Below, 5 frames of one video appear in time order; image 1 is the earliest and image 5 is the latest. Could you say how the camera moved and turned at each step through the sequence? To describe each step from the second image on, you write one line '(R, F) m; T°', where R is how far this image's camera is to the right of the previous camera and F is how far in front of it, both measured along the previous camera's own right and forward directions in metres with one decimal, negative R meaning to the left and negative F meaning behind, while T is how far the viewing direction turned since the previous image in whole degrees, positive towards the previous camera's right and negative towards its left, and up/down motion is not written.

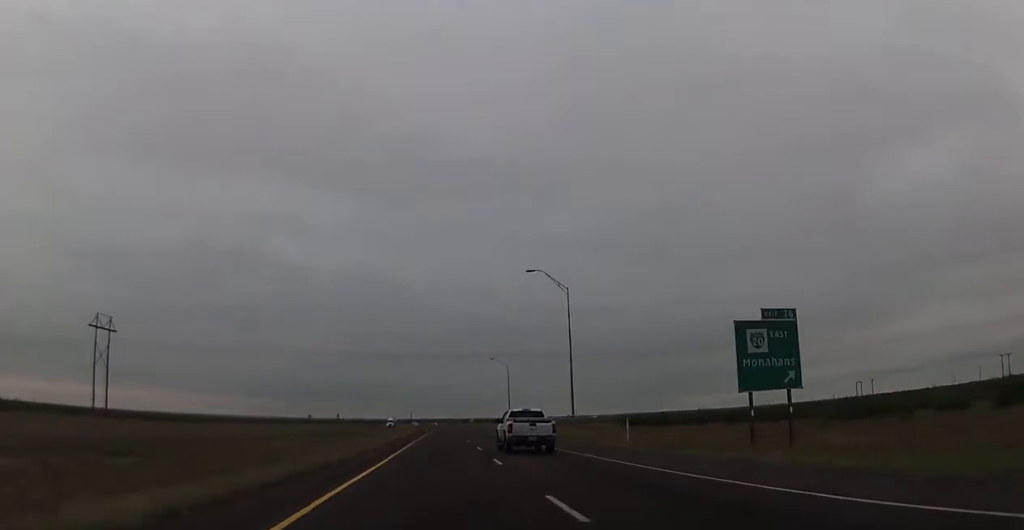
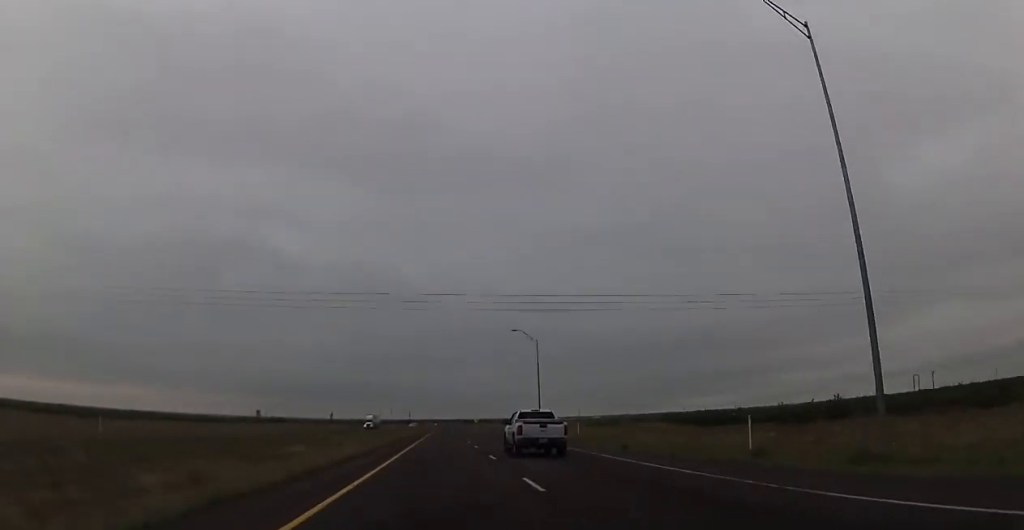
(-0.2, +44.1) m; -1°
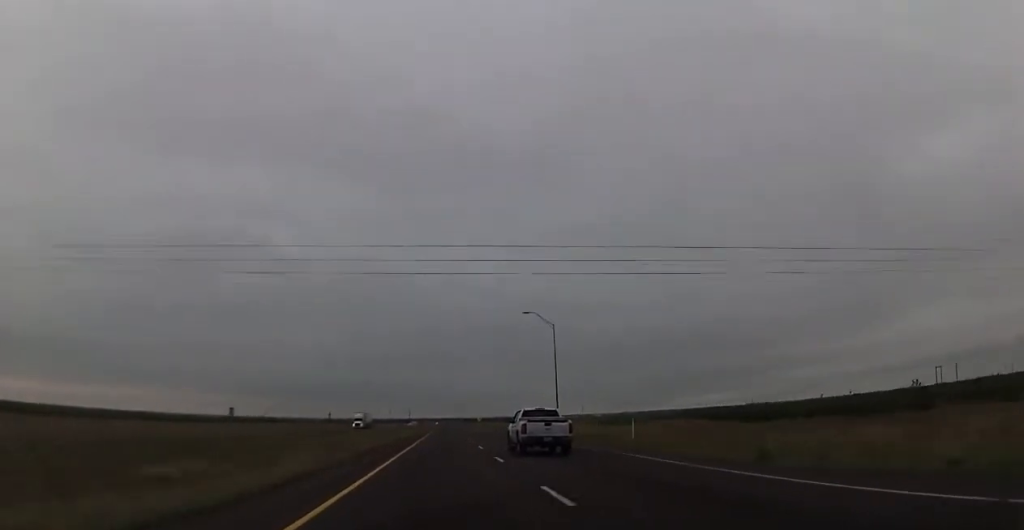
(-0.3, +14.7) m; 0°
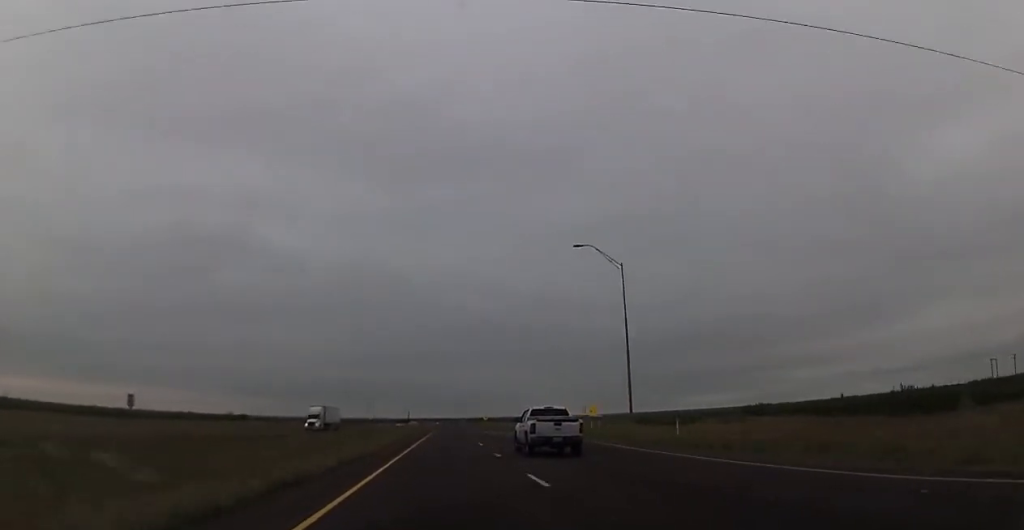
(+0.4, +33.1) m; +1°
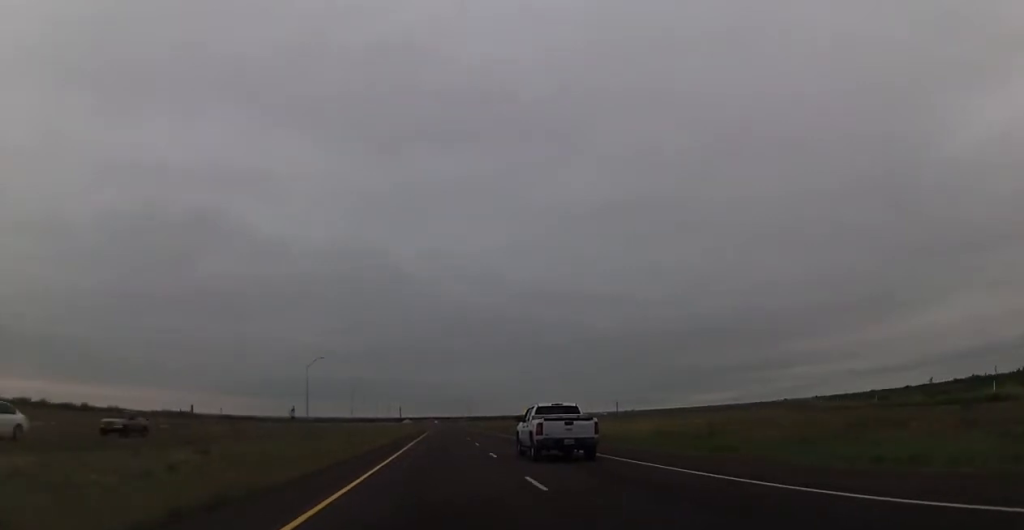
(+0.6, +121.3) m; 0°
